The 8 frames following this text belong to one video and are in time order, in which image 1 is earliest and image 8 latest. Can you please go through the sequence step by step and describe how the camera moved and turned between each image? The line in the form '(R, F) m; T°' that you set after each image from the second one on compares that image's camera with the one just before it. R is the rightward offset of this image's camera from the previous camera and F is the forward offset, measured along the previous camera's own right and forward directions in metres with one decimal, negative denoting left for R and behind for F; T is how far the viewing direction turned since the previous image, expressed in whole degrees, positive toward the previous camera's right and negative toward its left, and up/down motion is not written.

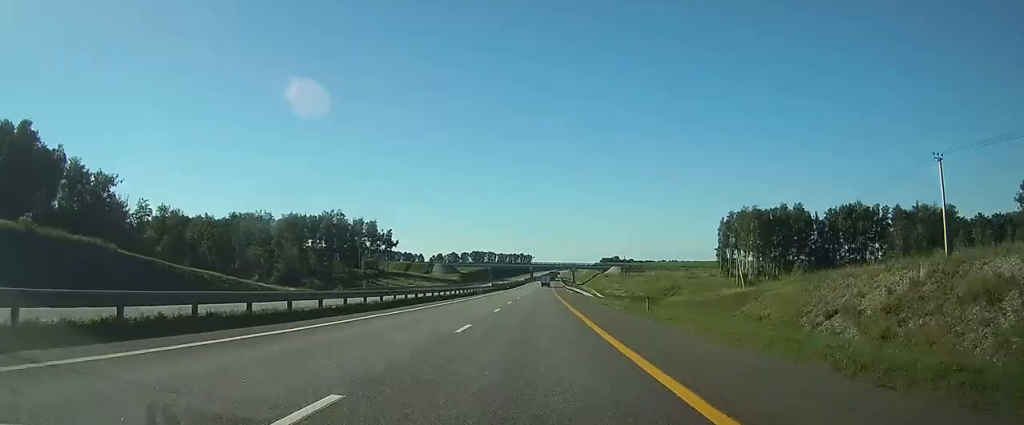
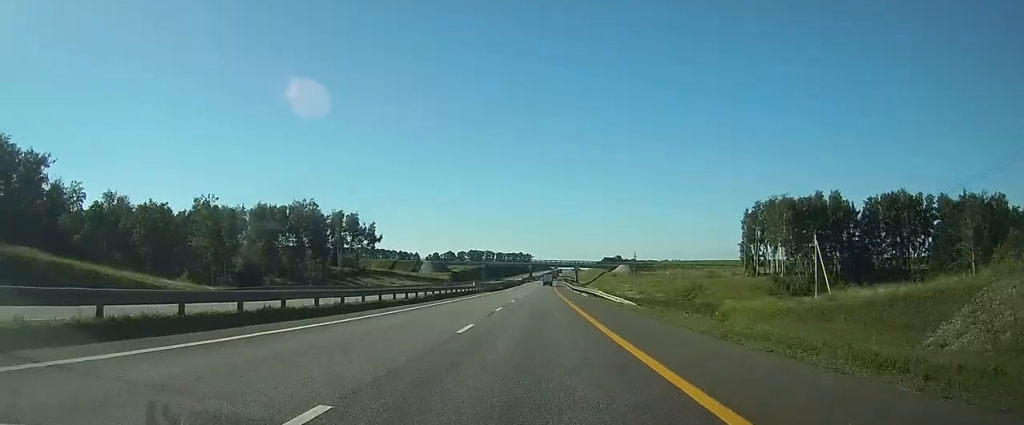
(+0.1, +24.9) m; 0°
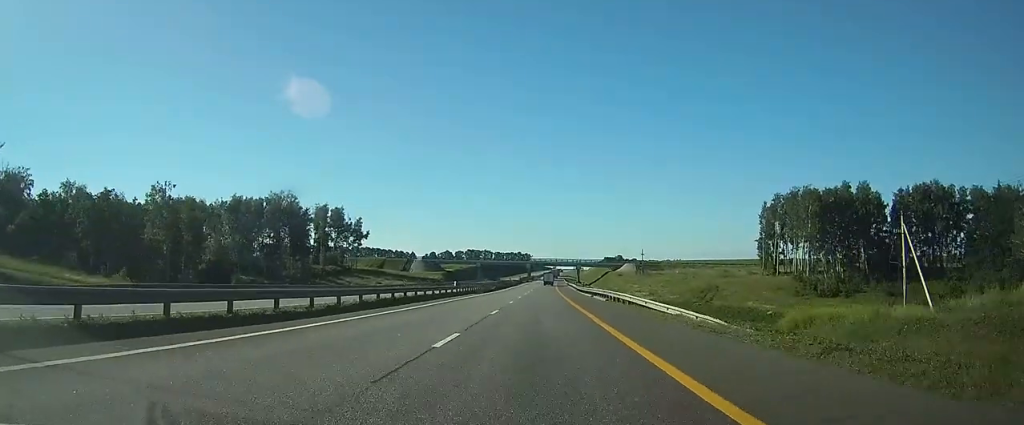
(0.0, +15.8) m; 0°
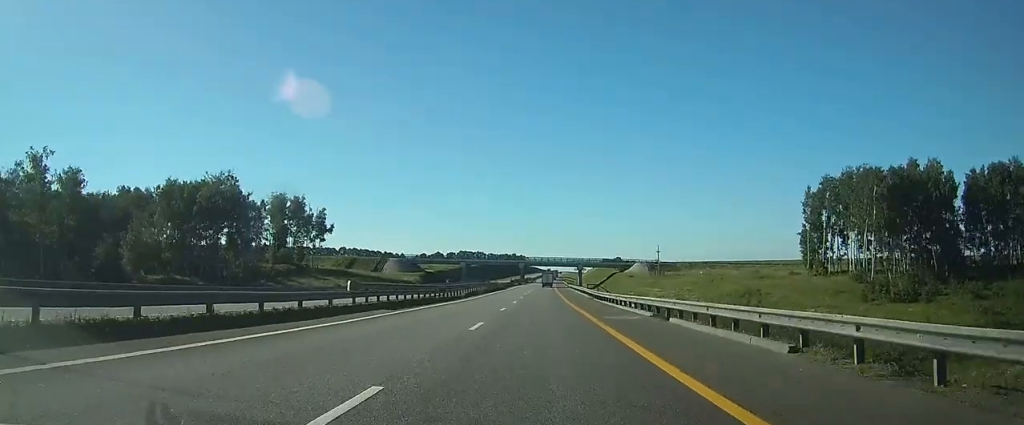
(0.0, +31.3) m; 0°
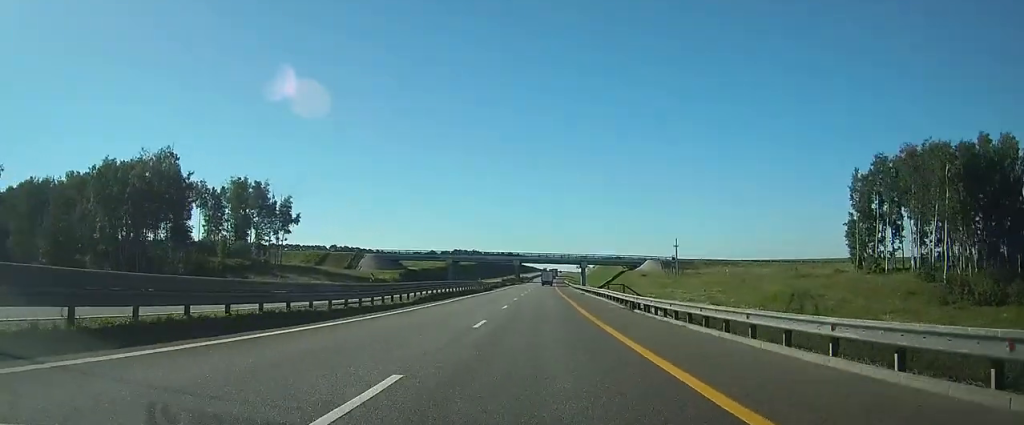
(0.0, +23.2) m; 0°
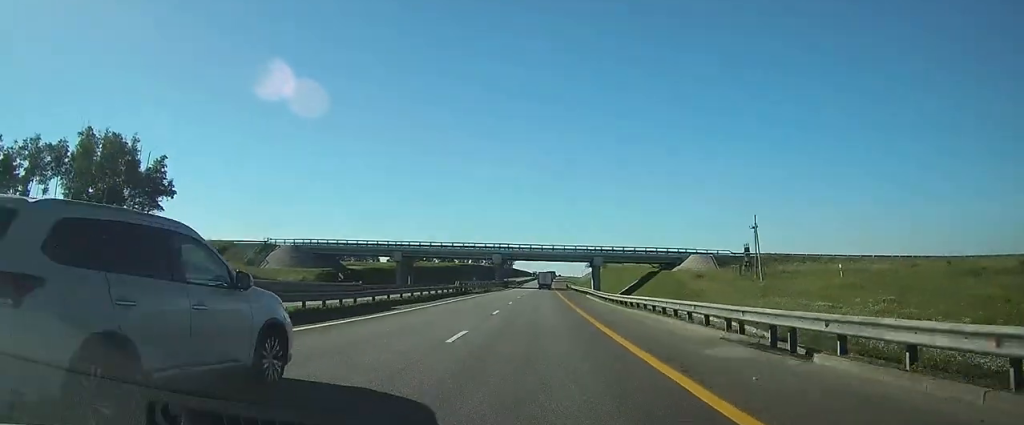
(+0.3, +52.7) m; +1°
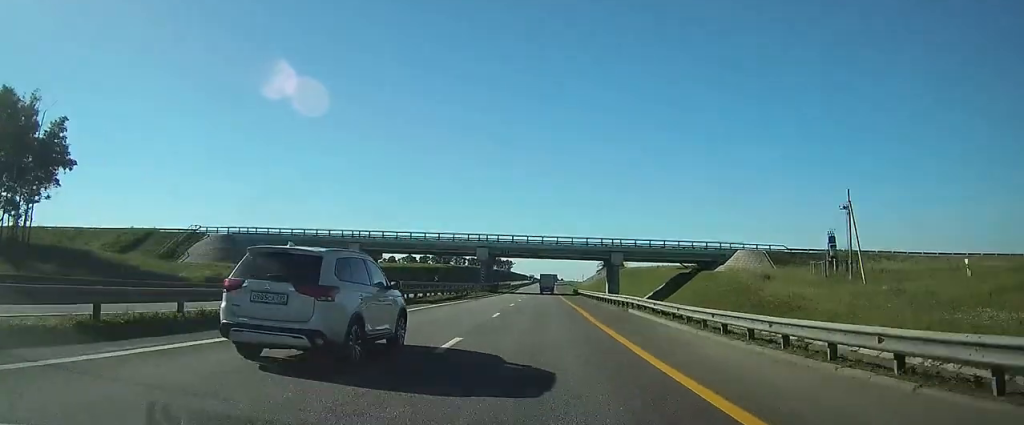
(+0.1, +25.8) m; 0°
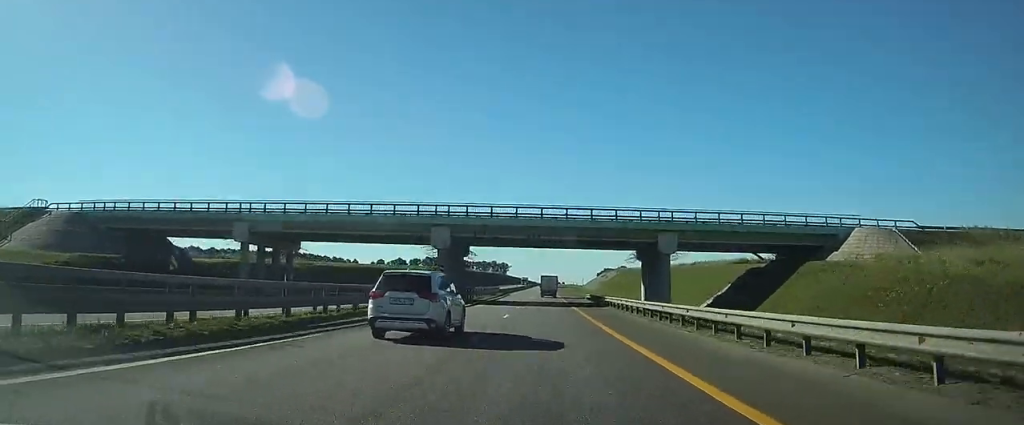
(0.0, +32.5) m; 0°
